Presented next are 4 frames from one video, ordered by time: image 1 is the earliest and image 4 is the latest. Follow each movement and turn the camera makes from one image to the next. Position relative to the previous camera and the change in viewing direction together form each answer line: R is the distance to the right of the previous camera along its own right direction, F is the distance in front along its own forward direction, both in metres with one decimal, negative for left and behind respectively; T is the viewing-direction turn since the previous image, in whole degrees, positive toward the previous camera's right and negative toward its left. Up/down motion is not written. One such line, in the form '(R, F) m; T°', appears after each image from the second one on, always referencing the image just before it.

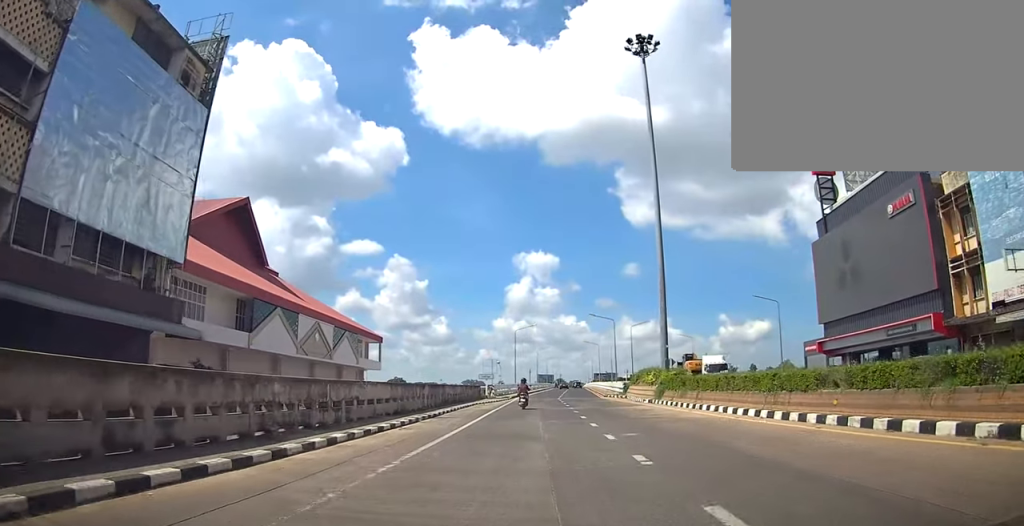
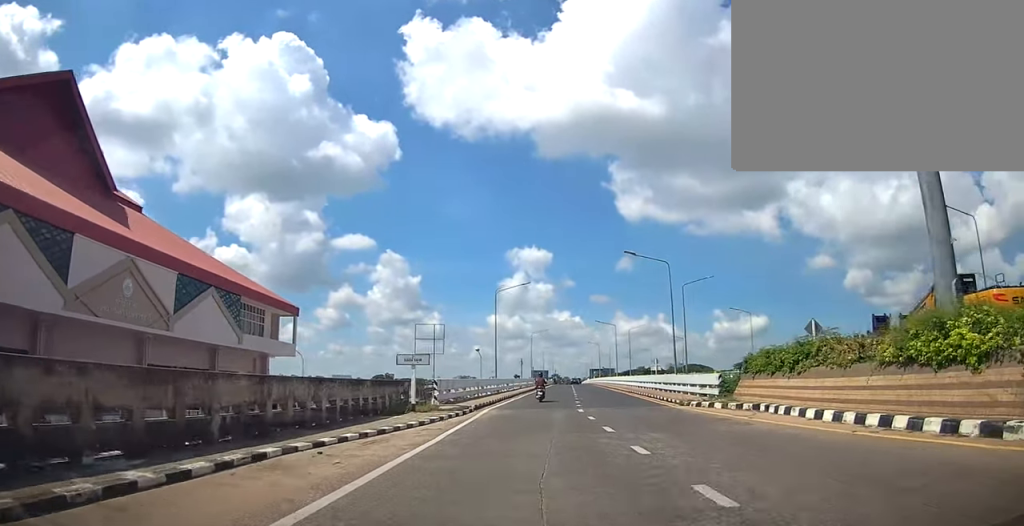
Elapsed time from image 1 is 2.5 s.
(+1.6, +26.0) m; +4°
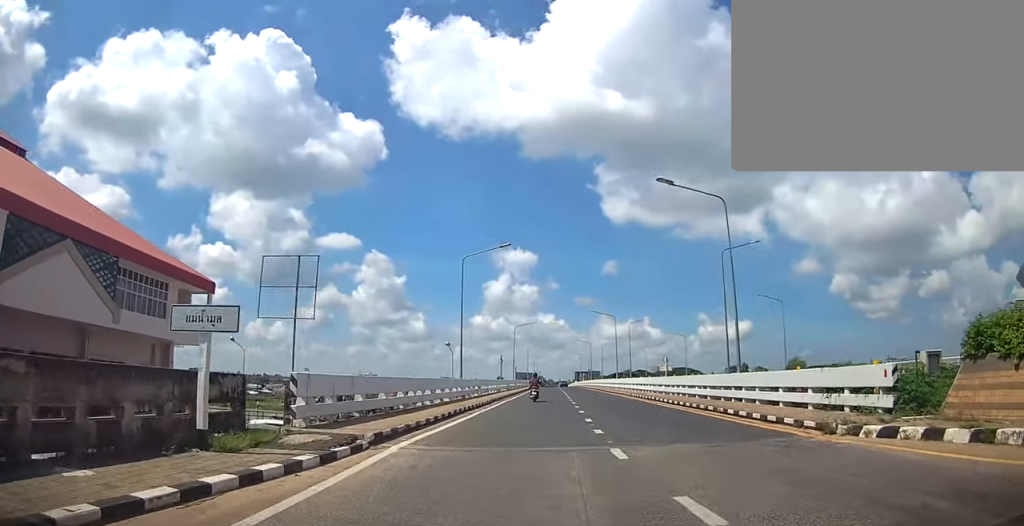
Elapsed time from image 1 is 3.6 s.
(0.0, +12.5) m; 0°
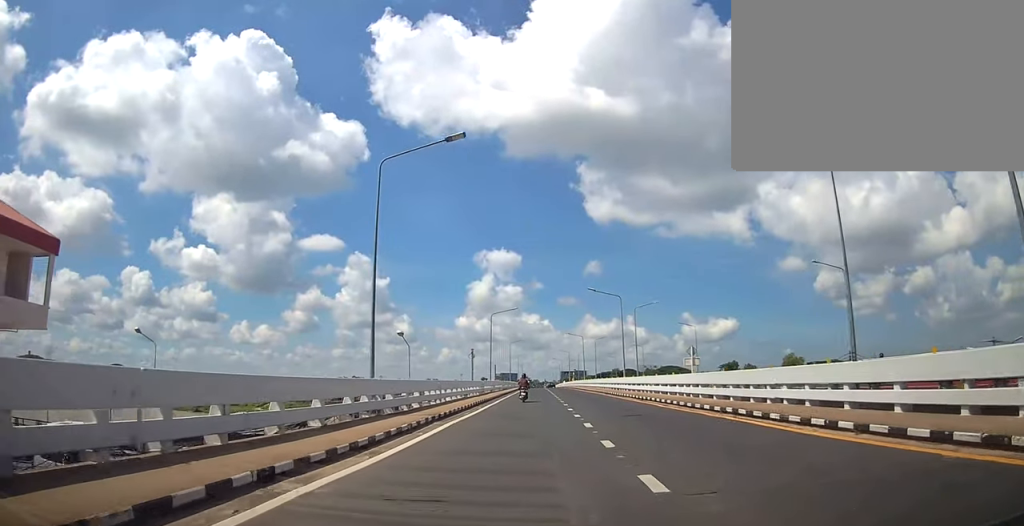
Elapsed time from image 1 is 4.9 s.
(0.0, +14.3) m; +1°
